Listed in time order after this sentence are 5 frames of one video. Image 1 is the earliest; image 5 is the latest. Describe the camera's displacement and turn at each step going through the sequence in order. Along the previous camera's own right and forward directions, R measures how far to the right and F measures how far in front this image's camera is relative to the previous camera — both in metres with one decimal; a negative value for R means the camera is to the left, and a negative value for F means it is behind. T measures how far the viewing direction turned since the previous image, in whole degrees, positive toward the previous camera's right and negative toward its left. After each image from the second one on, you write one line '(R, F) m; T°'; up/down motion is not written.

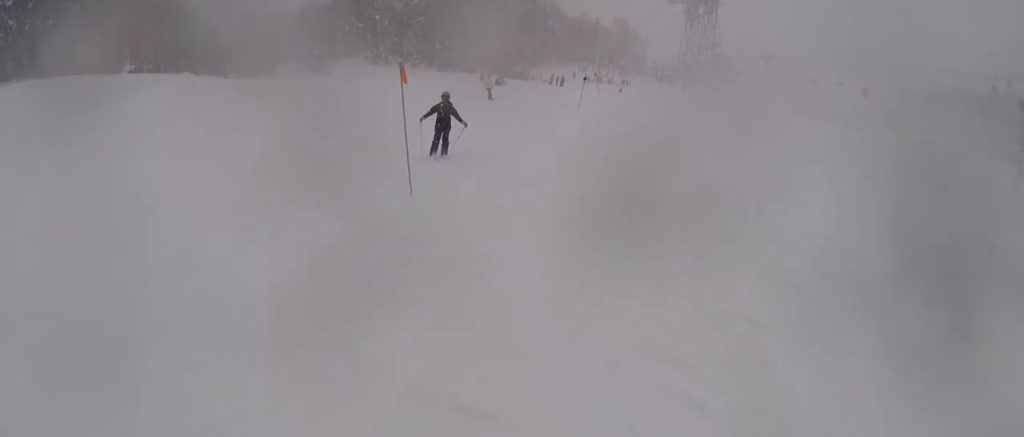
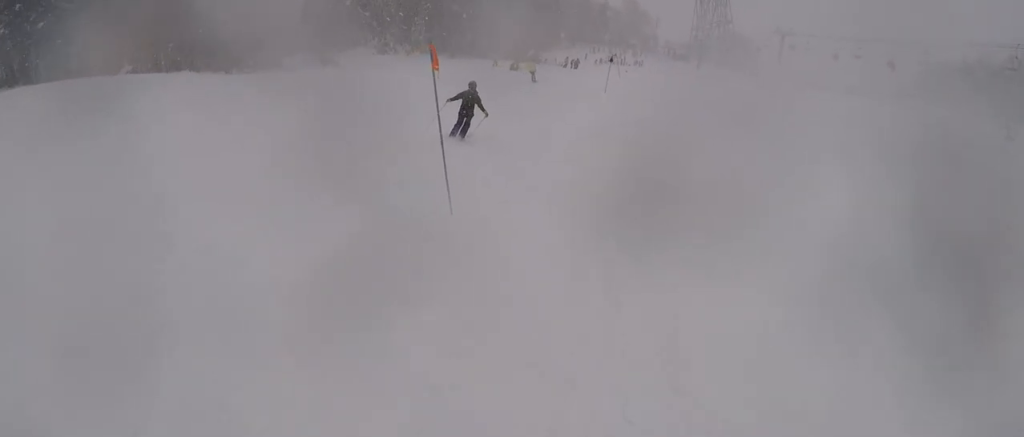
(0.0, +2.4) m; +5°
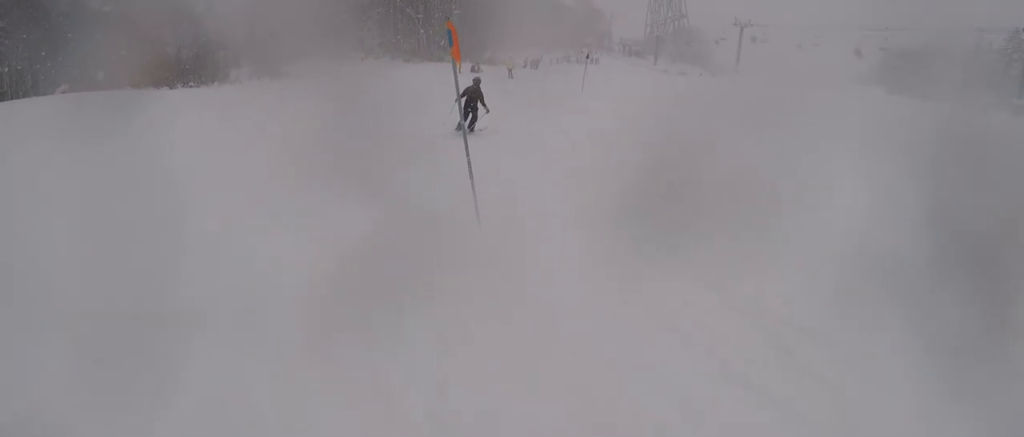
(-0.2, +2.5) m; +7°
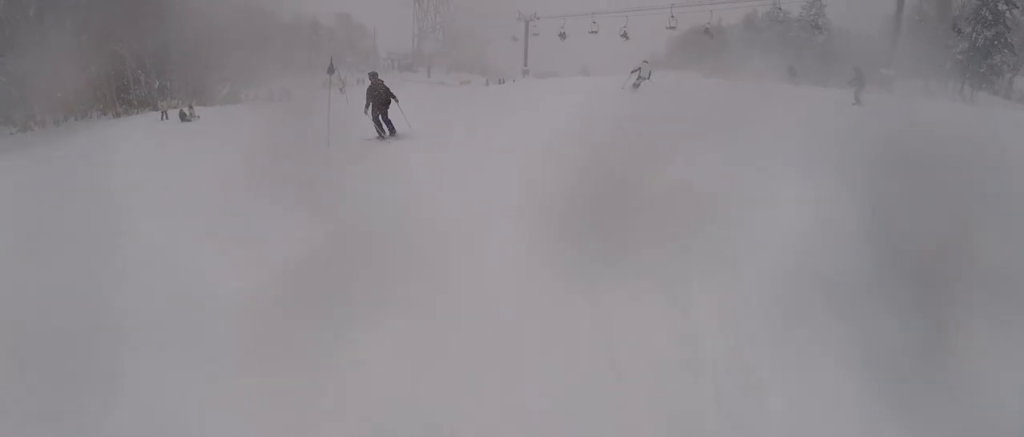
(+6.0, +13.7) m; +9°
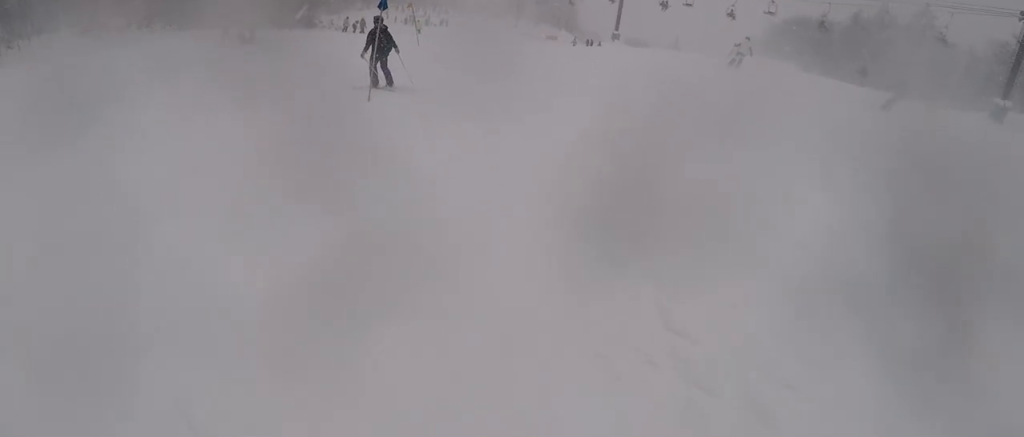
(-0.6, +2.6) m; -11°
